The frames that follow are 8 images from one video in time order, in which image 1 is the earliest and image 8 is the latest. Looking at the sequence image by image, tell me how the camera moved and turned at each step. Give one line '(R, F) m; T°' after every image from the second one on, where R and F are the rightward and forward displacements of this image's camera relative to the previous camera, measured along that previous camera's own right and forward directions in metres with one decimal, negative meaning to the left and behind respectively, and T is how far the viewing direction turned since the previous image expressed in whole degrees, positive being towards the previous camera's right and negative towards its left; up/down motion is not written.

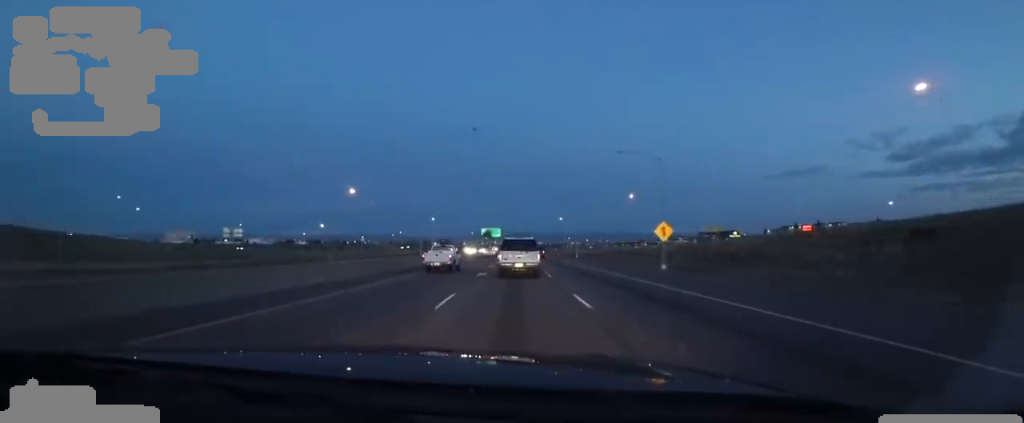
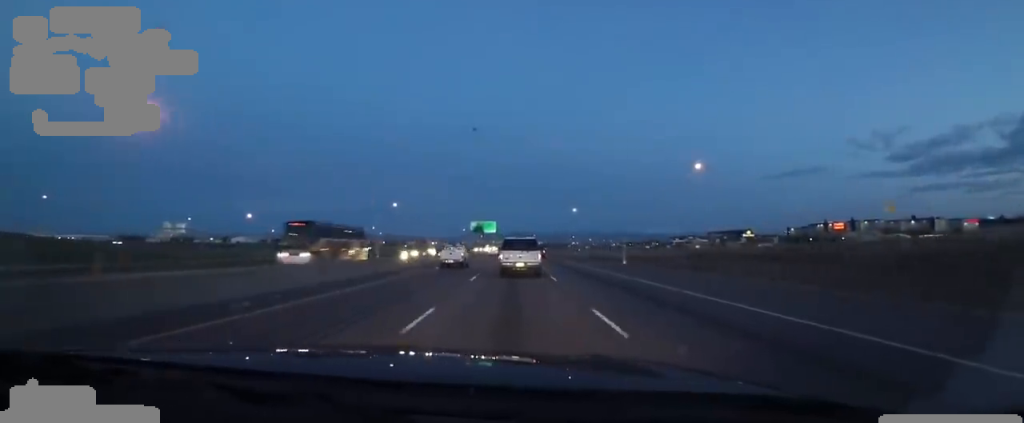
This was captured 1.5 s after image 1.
(+0.1, +40.0) m; 0°
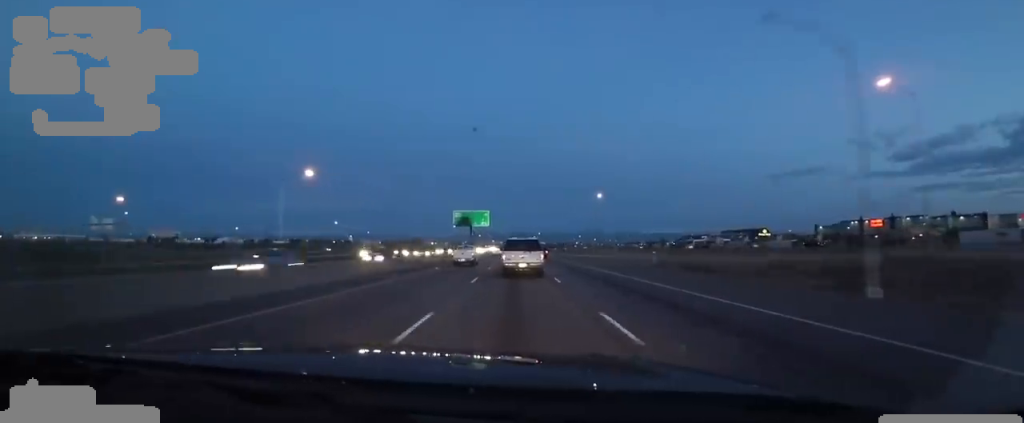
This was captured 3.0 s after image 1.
(+0.4, +36.1) m; 0°
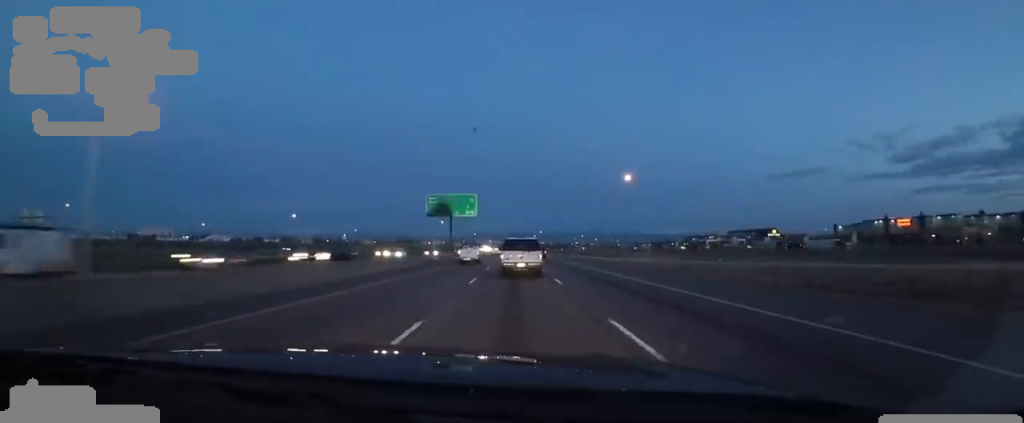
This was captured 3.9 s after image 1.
(-0.4, +24.5) m; 0°
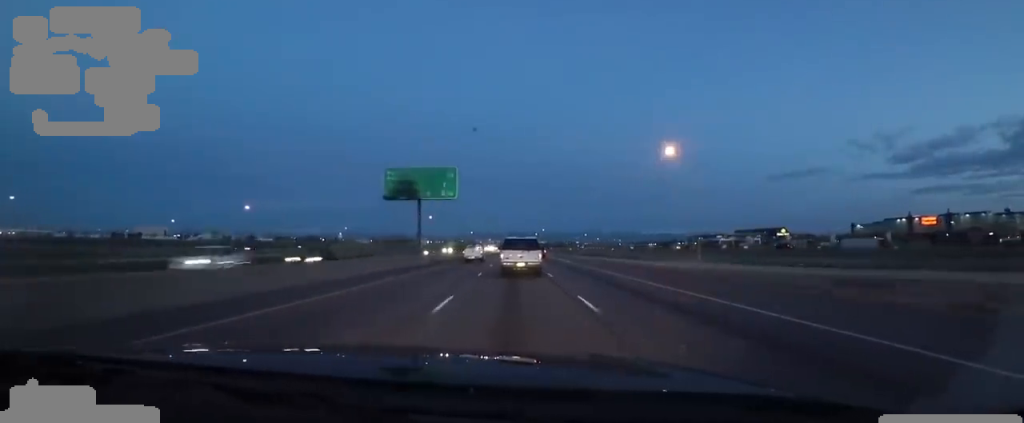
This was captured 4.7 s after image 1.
(+0.2, +19.5) m; 0°
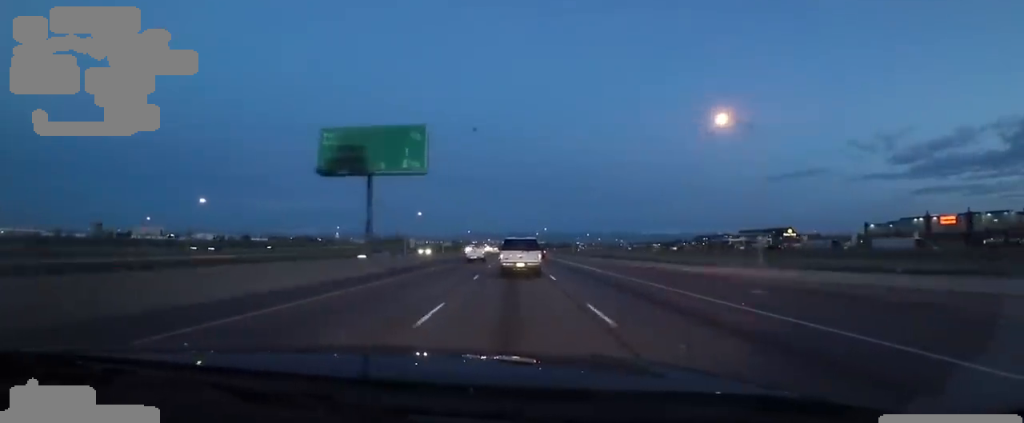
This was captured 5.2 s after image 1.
(0.0, +13.7) m; 0°
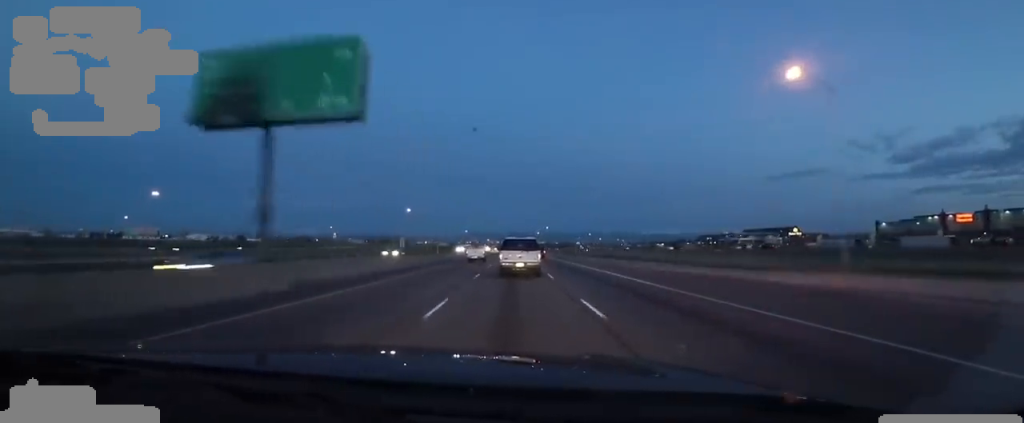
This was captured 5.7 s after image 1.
(0.0, +11.1) m; 0°
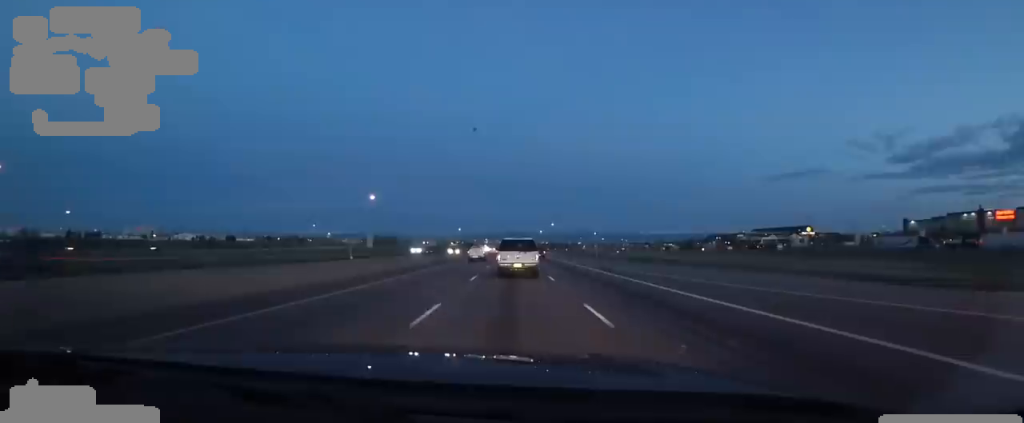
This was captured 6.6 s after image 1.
(0.0, +25.2) m; -3°
